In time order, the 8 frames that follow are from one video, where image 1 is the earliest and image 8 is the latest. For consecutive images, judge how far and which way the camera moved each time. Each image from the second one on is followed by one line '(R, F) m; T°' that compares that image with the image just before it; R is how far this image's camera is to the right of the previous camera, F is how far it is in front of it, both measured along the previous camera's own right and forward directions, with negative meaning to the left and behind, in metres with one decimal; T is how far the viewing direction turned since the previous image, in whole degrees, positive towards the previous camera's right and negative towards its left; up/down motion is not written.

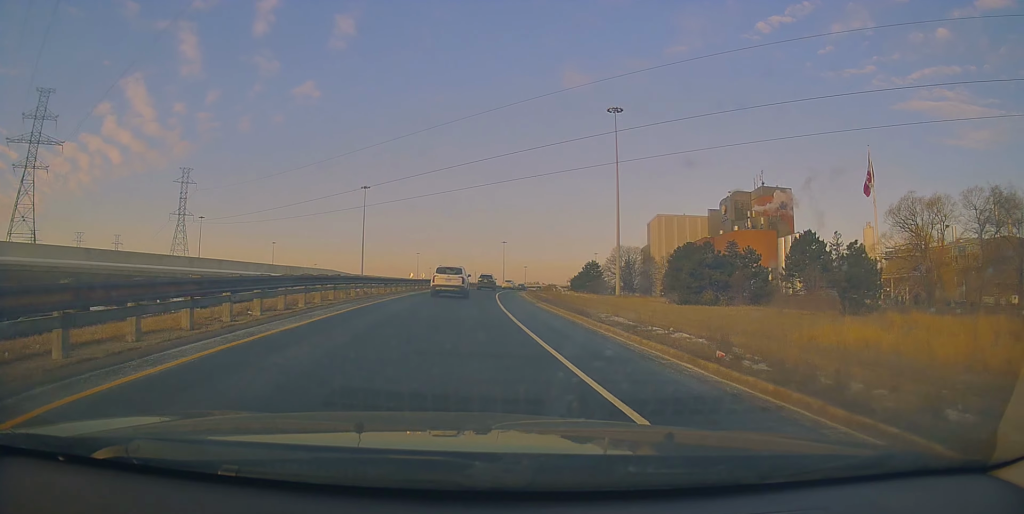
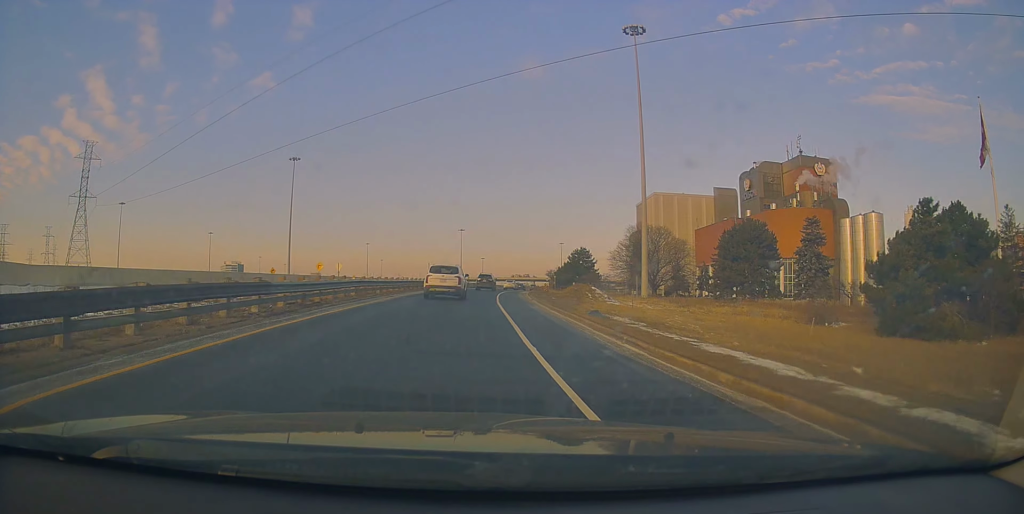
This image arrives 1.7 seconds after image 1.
(+1.1, +41.4) m; +5°
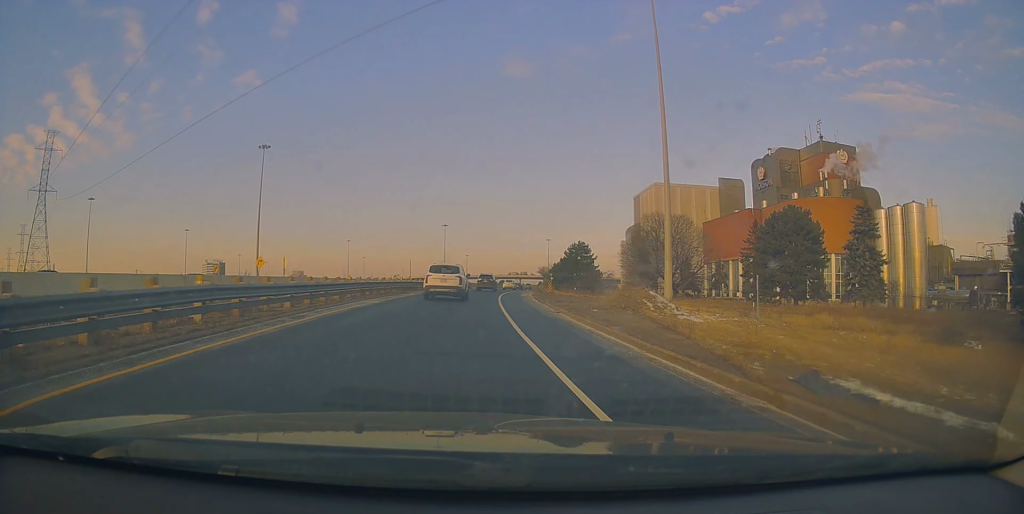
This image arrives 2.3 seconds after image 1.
(+0.5, +14.6) m; +2°
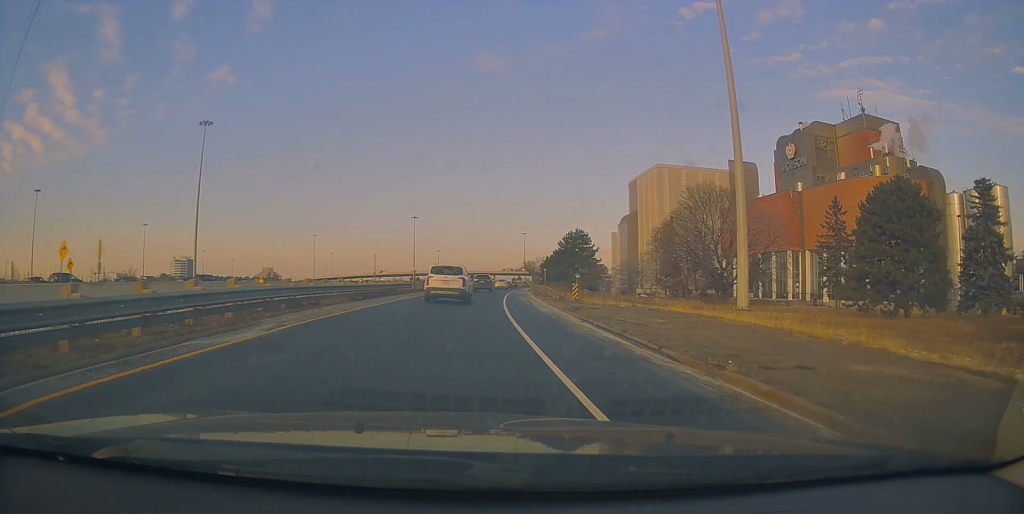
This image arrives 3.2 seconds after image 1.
(+0.6, +23.2) m; +2°
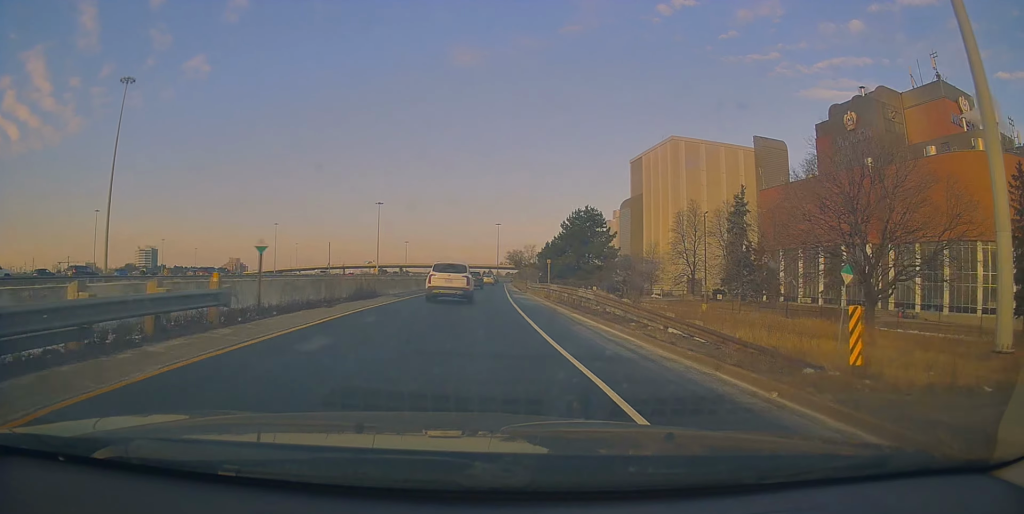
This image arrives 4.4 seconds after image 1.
(+0.7, +26.8) m; +3°
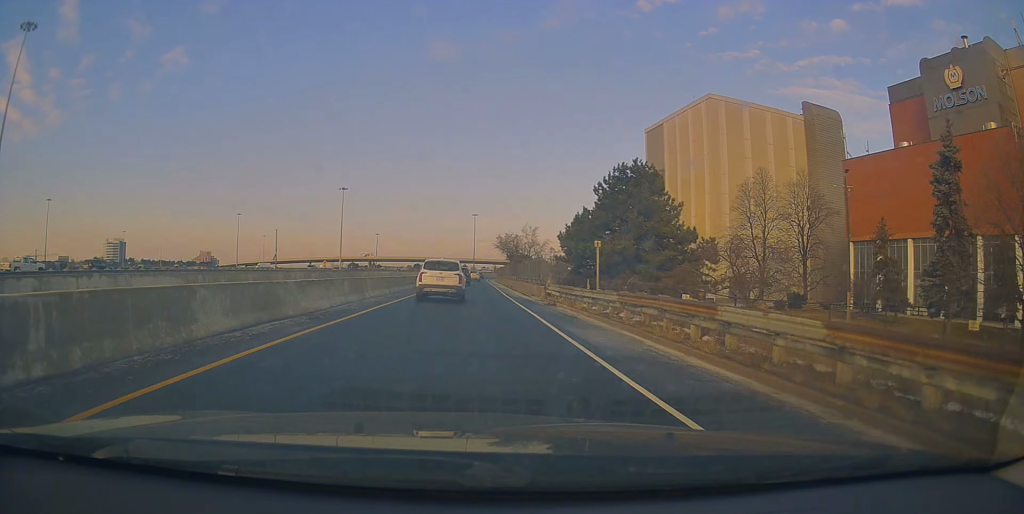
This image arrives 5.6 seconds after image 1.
(+0.5, +28.0) m; +1°
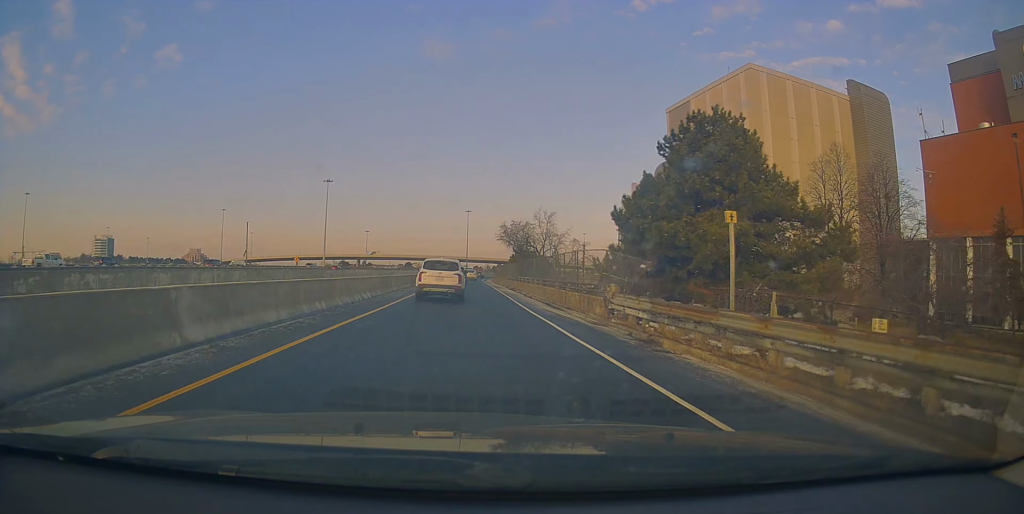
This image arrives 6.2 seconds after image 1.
(0.0, +15.4) m; +1°
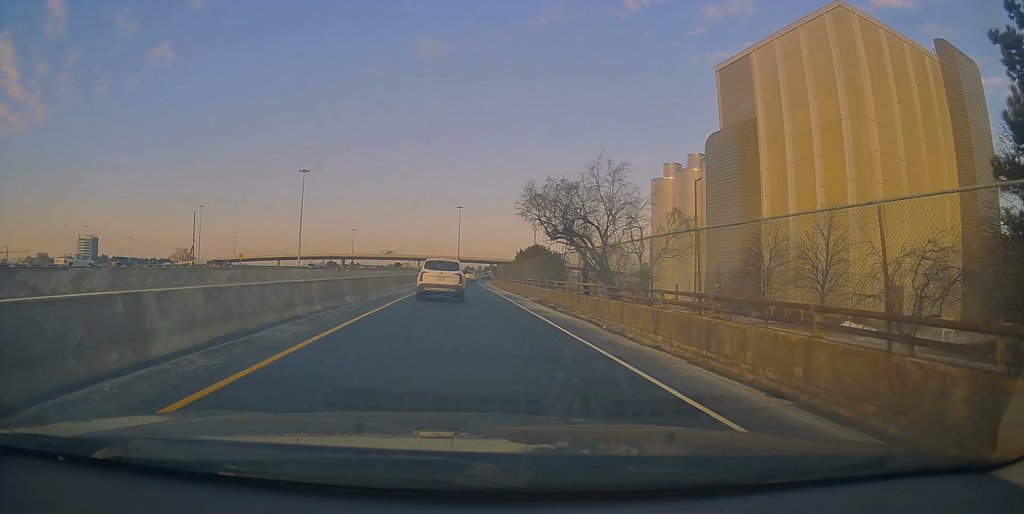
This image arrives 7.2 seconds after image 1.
(+0.2, +22.7) m; +1°
